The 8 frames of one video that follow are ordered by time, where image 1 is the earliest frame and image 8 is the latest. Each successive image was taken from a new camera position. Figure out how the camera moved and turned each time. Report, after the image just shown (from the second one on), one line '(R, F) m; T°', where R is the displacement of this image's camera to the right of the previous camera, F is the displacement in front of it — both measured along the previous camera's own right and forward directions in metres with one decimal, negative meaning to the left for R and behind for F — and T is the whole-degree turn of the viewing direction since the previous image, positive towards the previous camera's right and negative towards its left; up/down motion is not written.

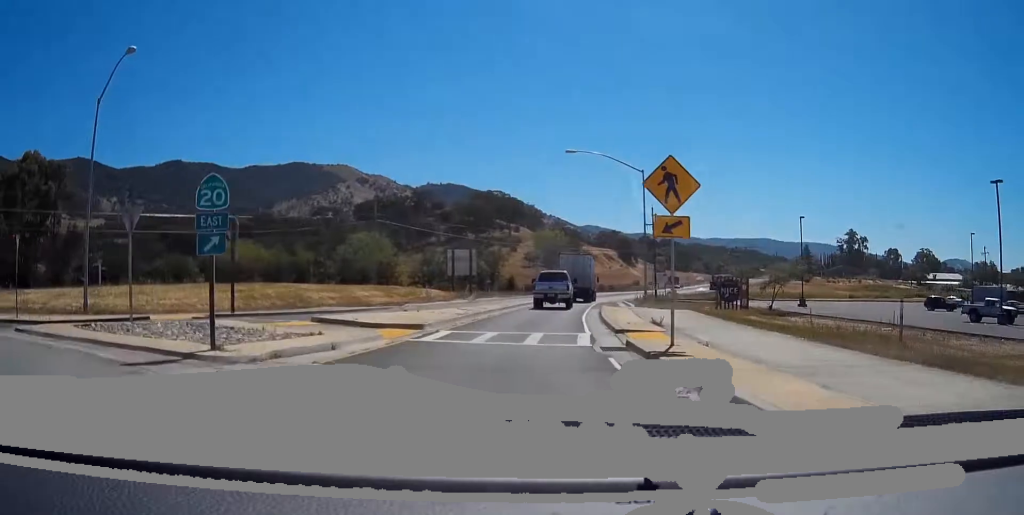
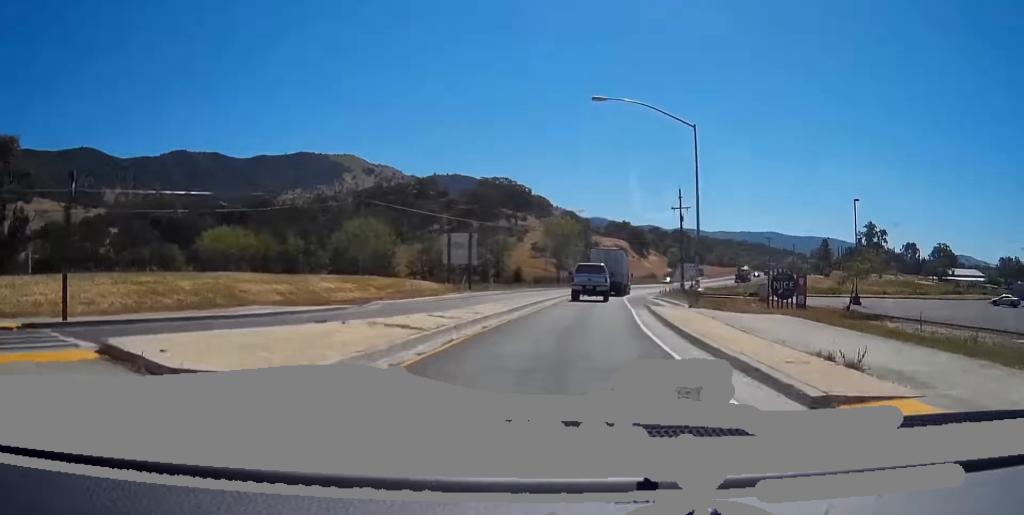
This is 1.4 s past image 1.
(-0.9, +12.9) m; -4°
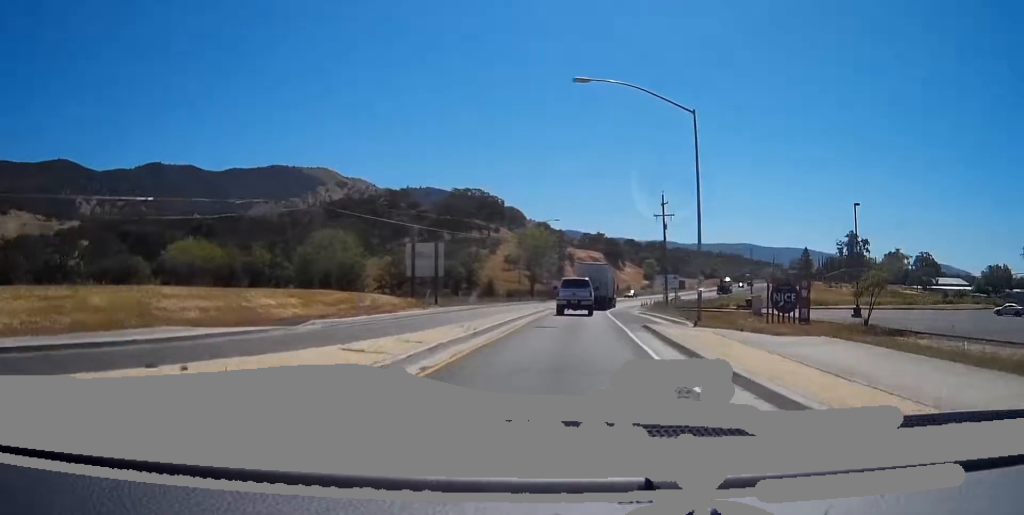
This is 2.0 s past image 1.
(-0.1, +5.7) m; 0°
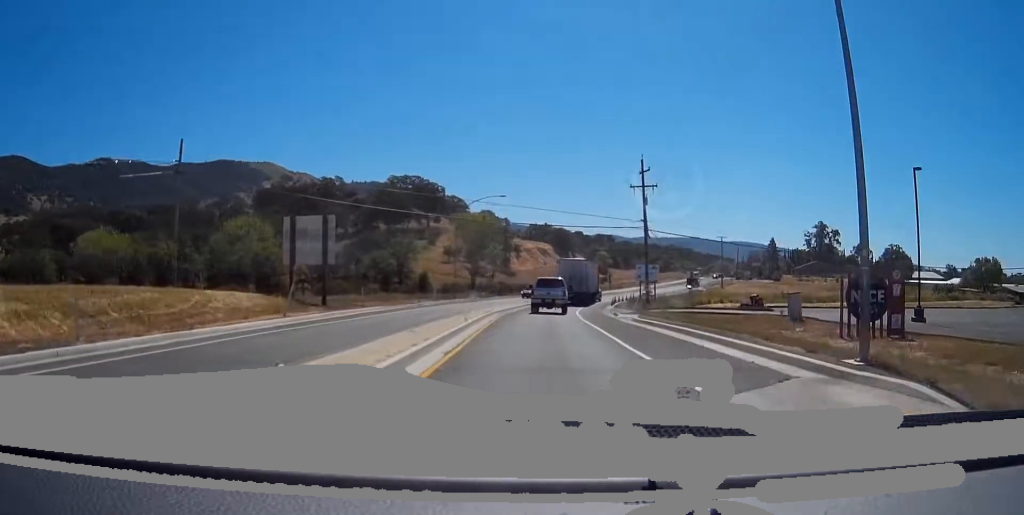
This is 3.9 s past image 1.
(+1.0, +19.0) m; +7°
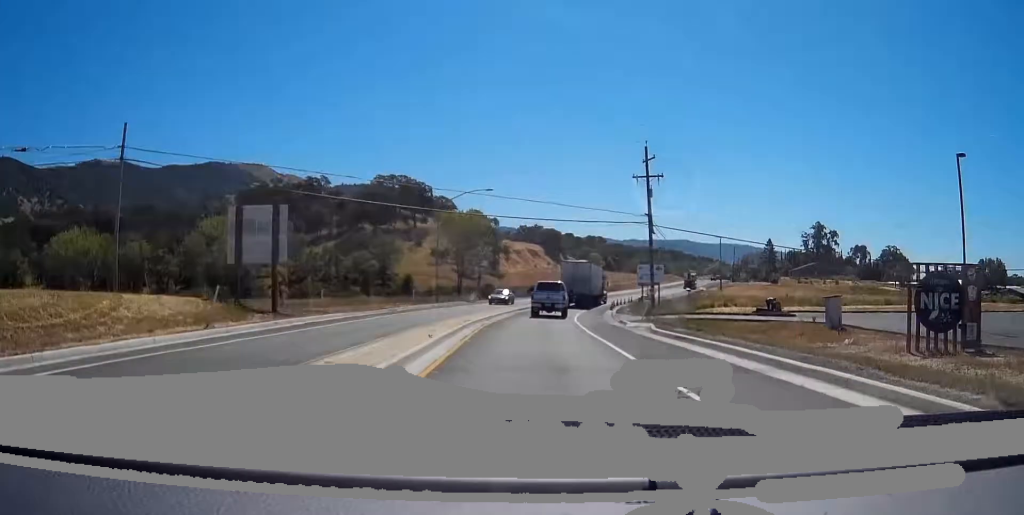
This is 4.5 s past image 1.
(+0.3, +6.7) m; +1°
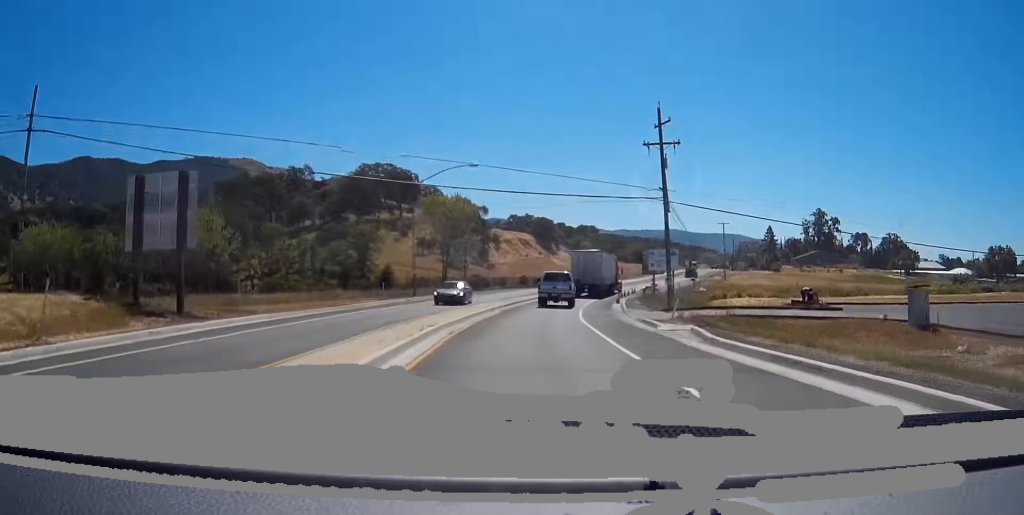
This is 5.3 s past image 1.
(+0.1, +8.9) m; +1°
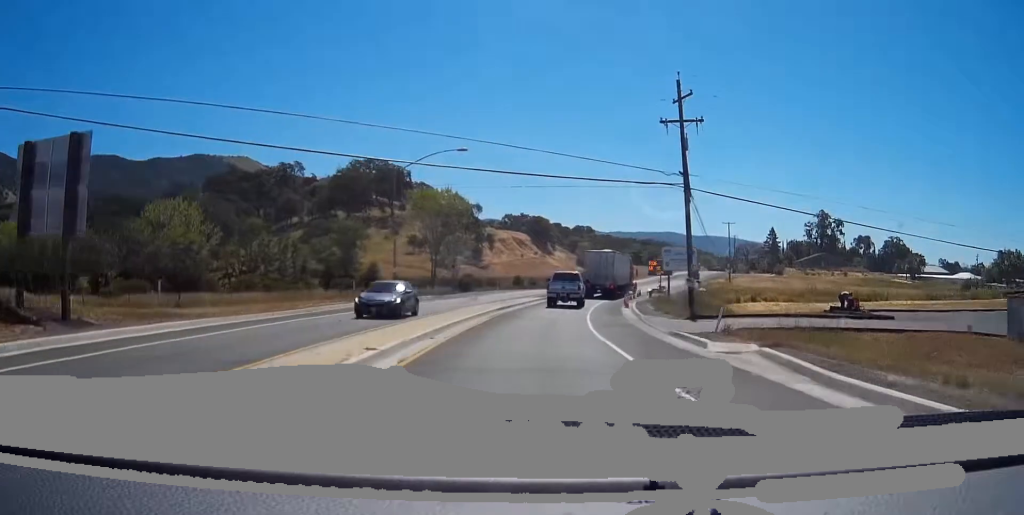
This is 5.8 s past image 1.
(0.0, +6.8) m; 0°
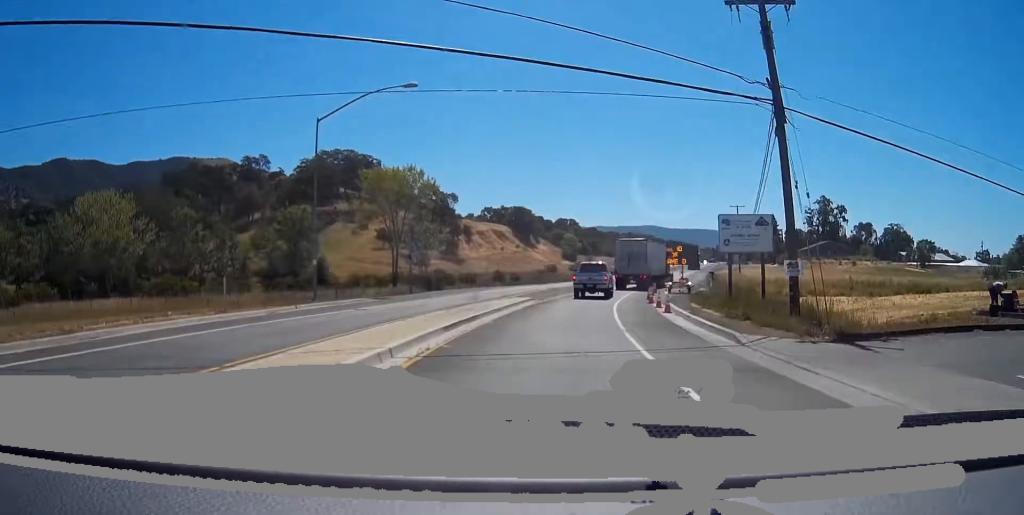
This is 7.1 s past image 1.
(-0.1, +16.9) m; 0°
